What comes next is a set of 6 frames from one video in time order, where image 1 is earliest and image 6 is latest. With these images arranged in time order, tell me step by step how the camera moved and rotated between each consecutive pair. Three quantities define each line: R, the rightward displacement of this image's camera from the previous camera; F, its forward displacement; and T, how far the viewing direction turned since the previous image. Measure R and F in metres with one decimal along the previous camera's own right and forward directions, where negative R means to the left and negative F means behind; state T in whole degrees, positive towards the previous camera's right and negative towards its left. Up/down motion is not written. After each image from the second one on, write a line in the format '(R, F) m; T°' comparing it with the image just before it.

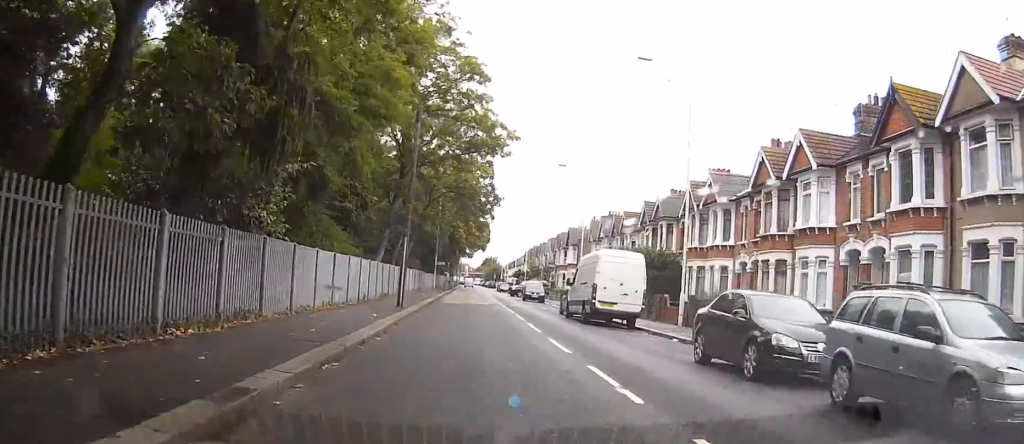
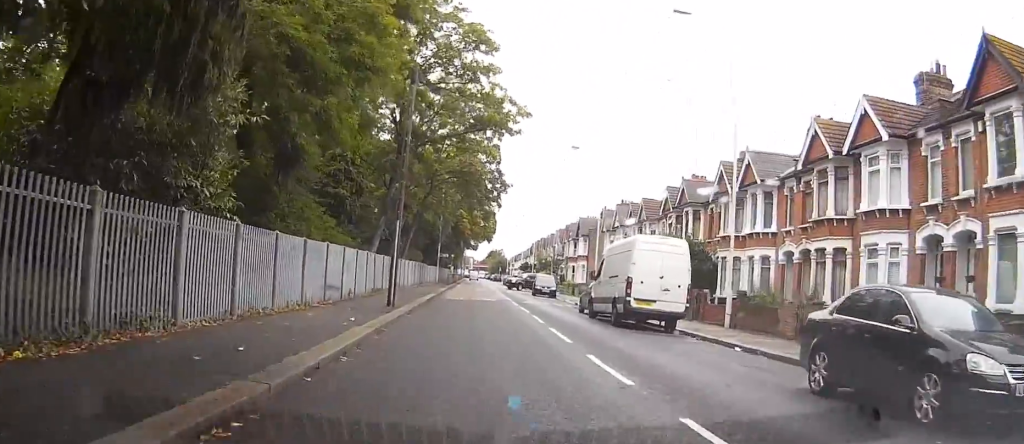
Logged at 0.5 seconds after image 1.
(0.0, +4.9) m; 0°
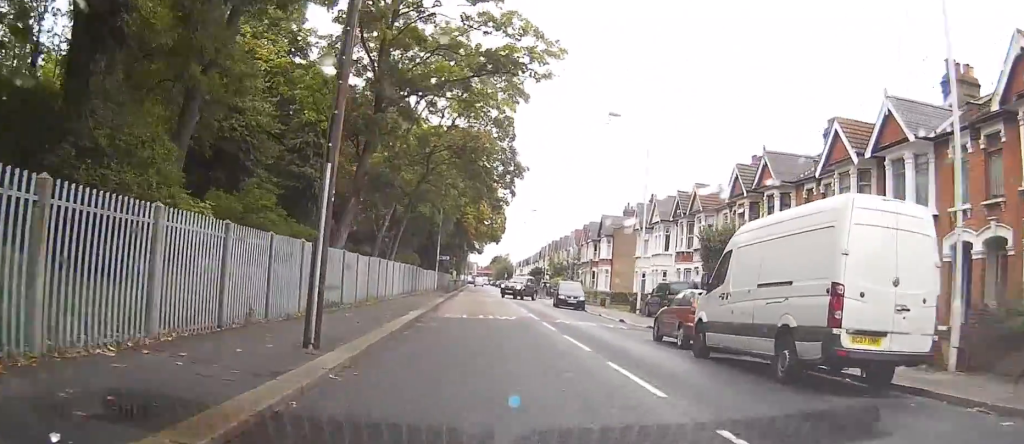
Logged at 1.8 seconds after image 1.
(0.0, +12.3) m; 0°
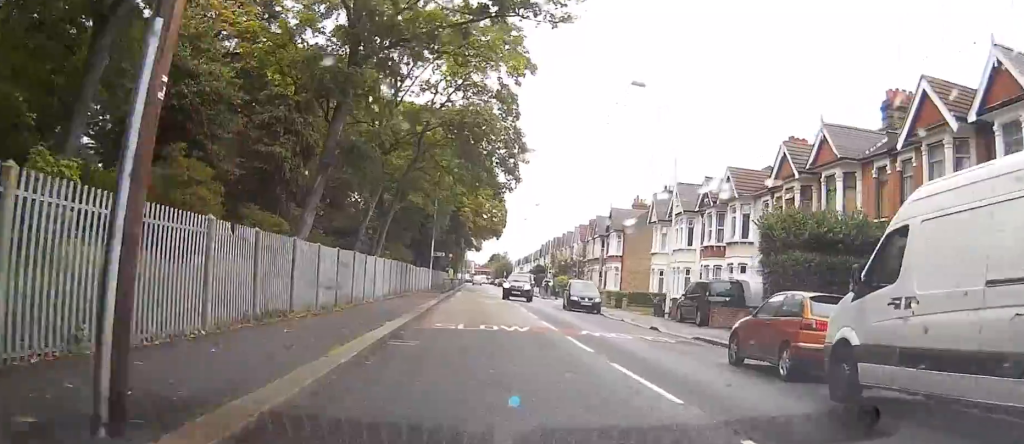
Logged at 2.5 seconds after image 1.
(0.0, +6.2) m; 0°
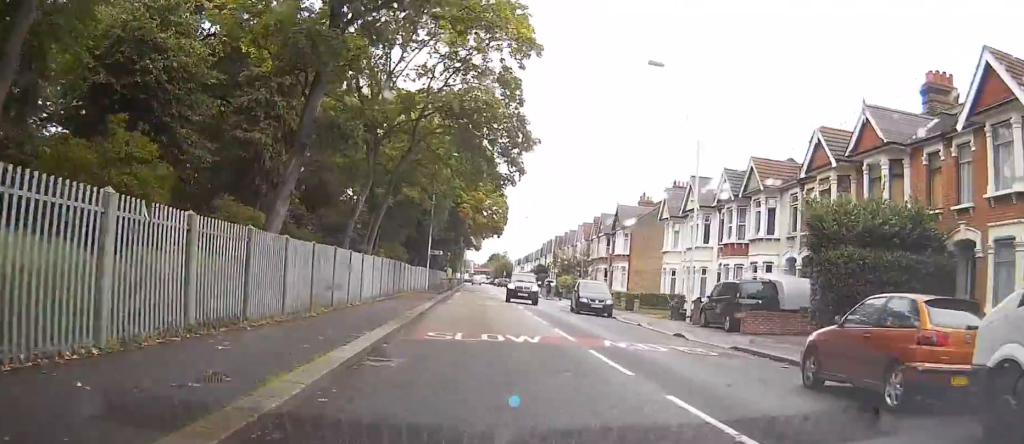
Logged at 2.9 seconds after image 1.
(0.0, +3.5) m; 0°
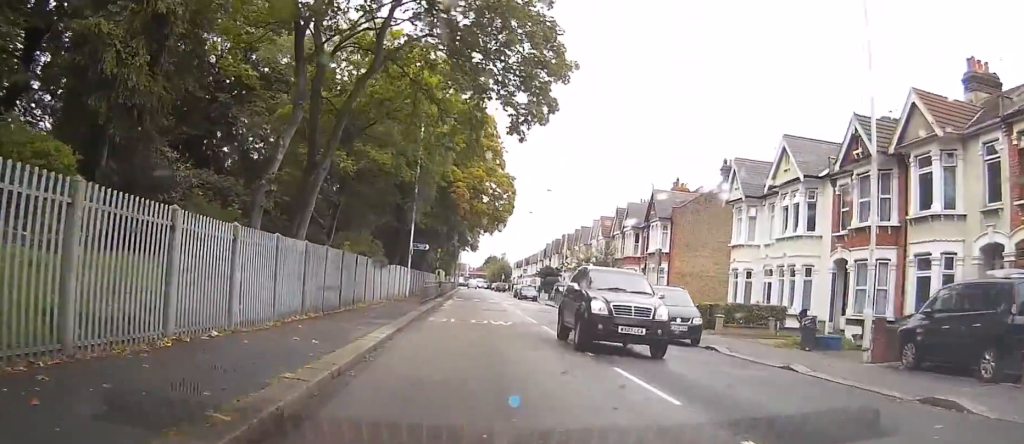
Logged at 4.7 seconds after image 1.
(+0.1, +14.3) m; +1°
